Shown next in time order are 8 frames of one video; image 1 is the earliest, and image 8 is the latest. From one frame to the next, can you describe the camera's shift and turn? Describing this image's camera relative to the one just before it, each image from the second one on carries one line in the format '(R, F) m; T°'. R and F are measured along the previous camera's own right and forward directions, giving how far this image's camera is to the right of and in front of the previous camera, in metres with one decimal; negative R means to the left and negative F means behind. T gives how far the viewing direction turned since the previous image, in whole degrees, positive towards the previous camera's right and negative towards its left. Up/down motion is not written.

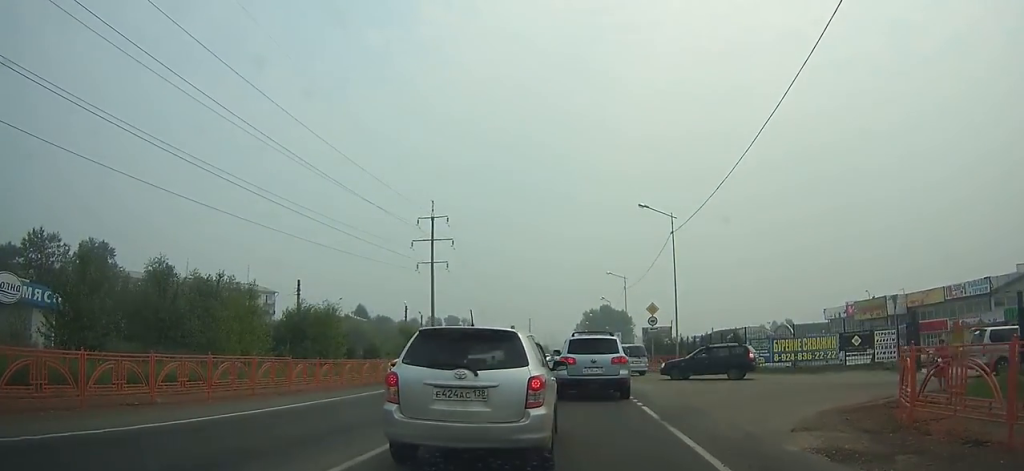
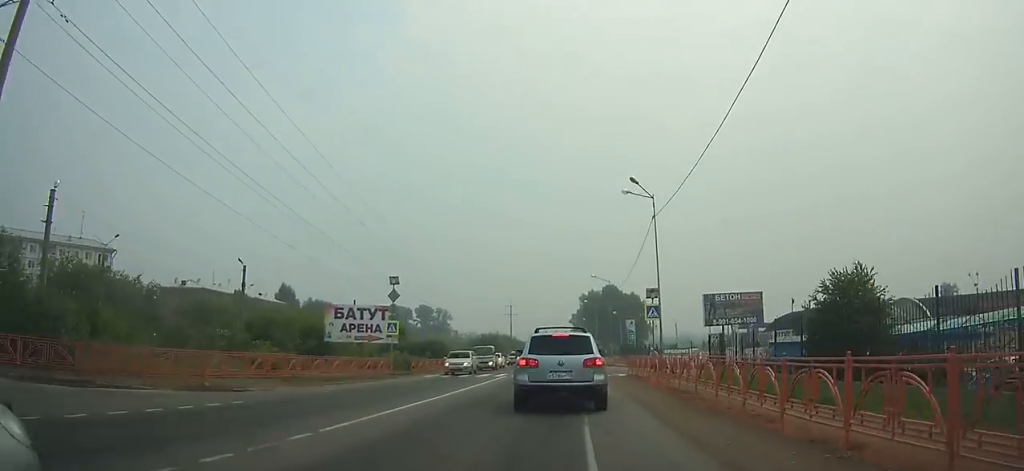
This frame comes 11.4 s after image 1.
(-0.5, +46.6) m; -3°
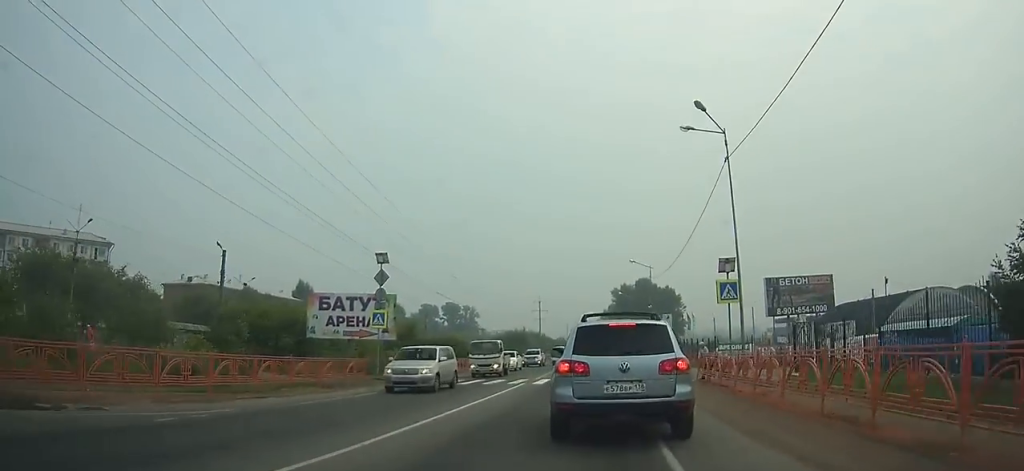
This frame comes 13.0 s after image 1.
(-0.1, +7.7) m; -1°
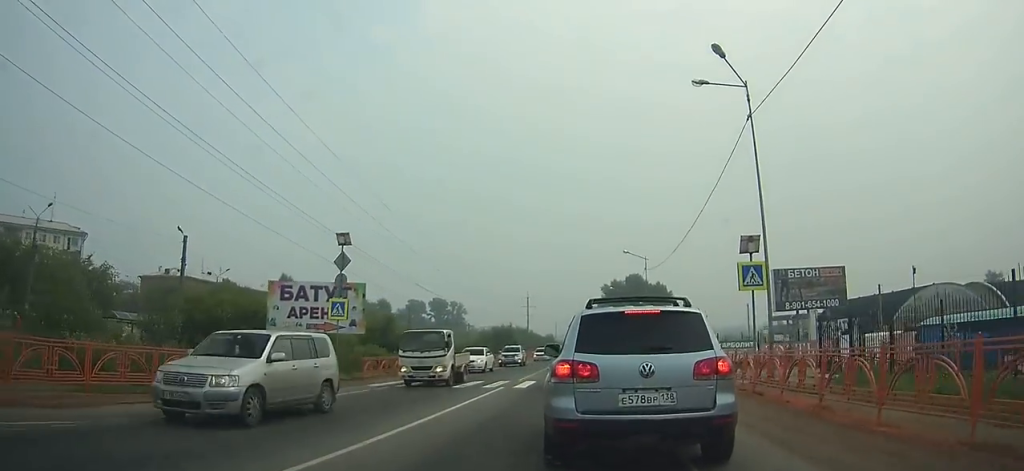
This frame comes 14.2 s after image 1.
(0.0, +5.1) m; 0°
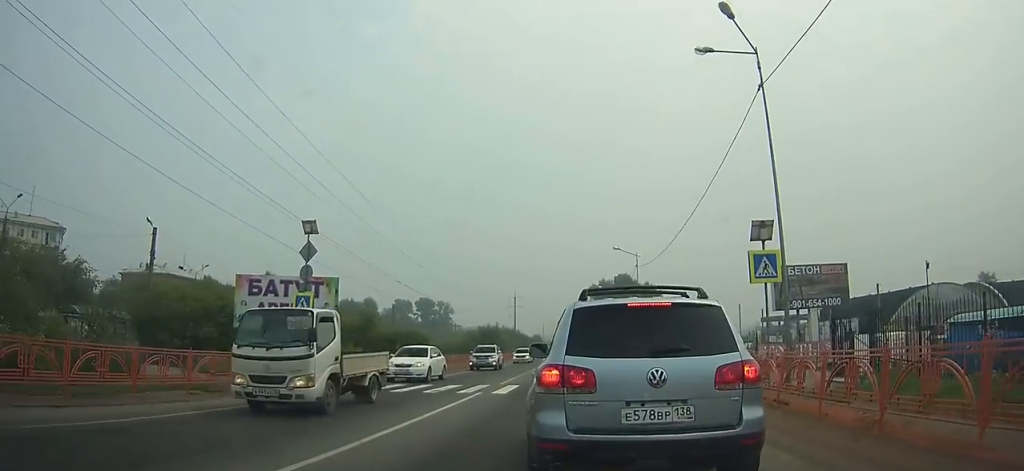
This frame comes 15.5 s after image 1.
(0.0, +5.0) m; 0°
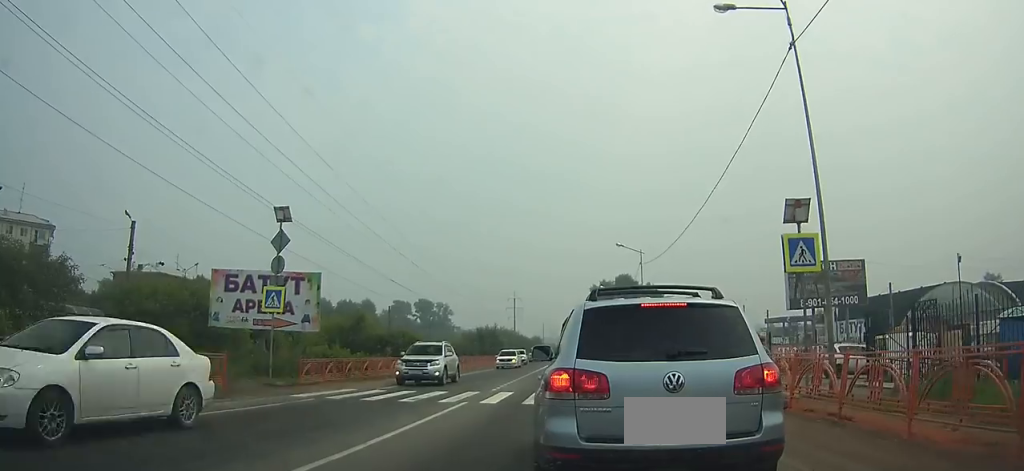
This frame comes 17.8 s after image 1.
(0.0, +8.1) m; +1°
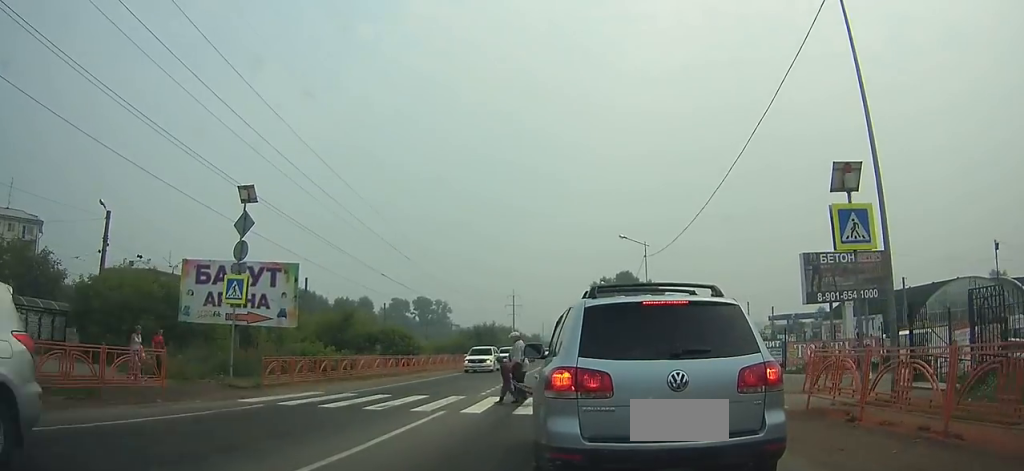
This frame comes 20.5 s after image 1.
(+0.1, +9.4) m; +1°
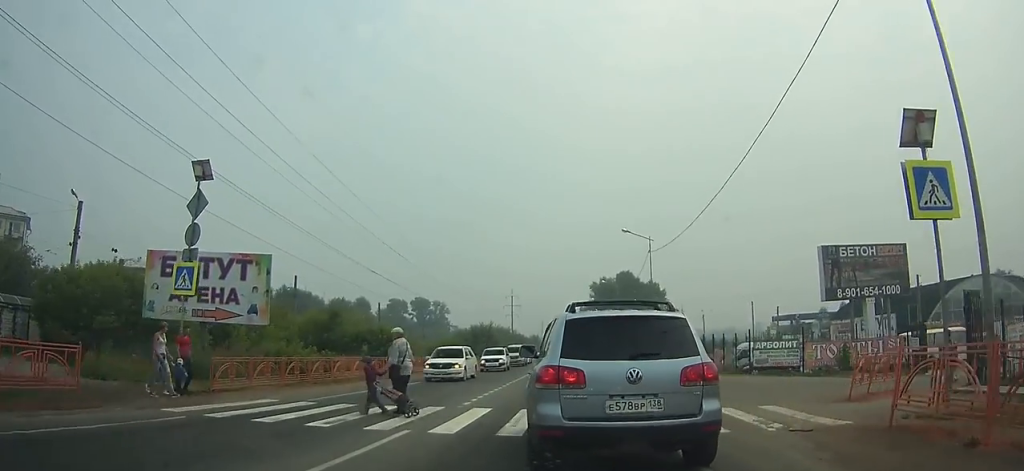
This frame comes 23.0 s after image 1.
(0.0, +10.0) m; 0°
